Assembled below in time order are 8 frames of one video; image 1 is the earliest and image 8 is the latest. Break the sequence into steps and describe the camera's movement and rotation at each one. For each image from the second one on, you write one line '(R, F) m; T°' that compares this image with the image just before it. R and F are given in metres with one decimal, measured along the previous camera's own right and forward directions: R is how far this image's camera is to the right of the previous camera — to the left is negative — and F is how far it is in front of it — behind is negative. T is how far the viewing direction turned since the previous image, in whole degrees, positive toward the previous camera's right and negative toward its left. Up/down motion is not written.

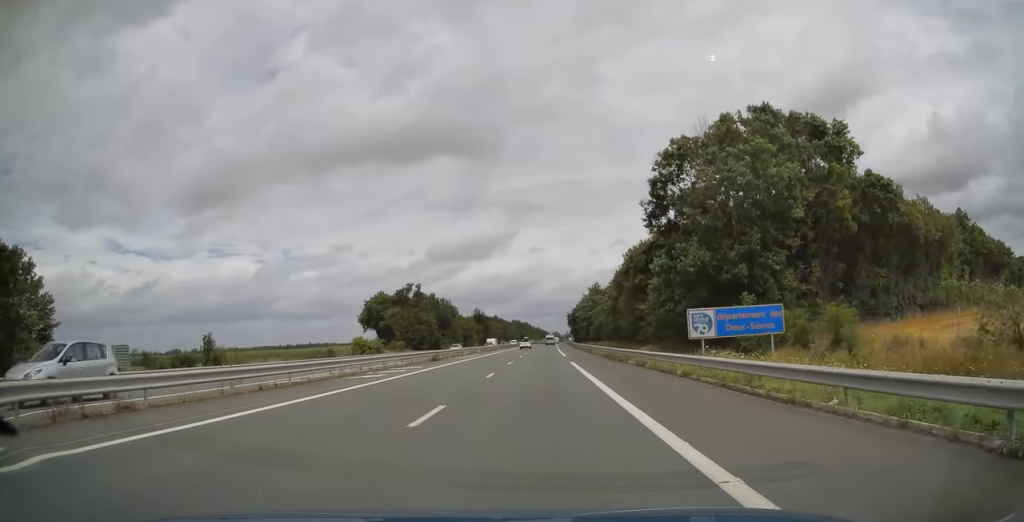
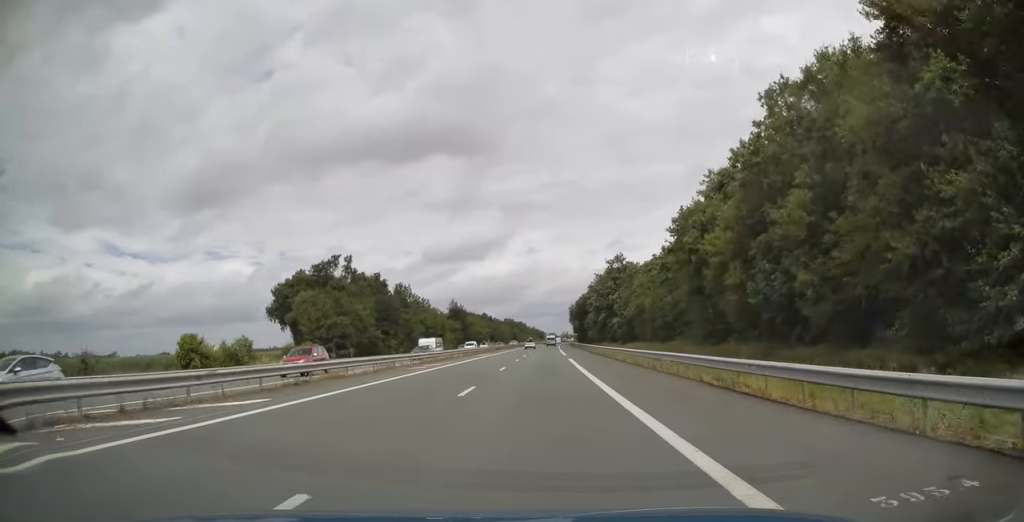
(0.0, +46.4) m; 0°
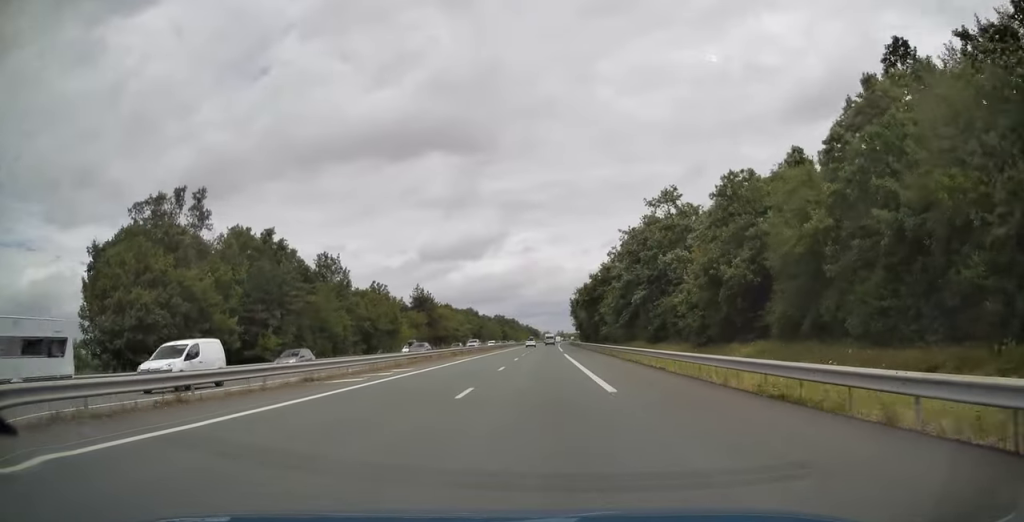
(+0.2, +39.9) m; +1°
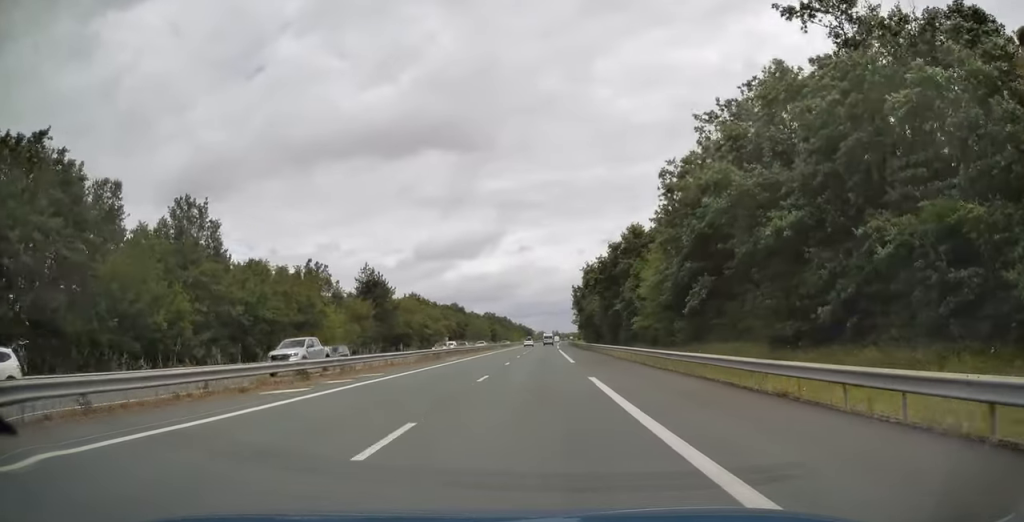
(+0.3, +33.3) m; 0°
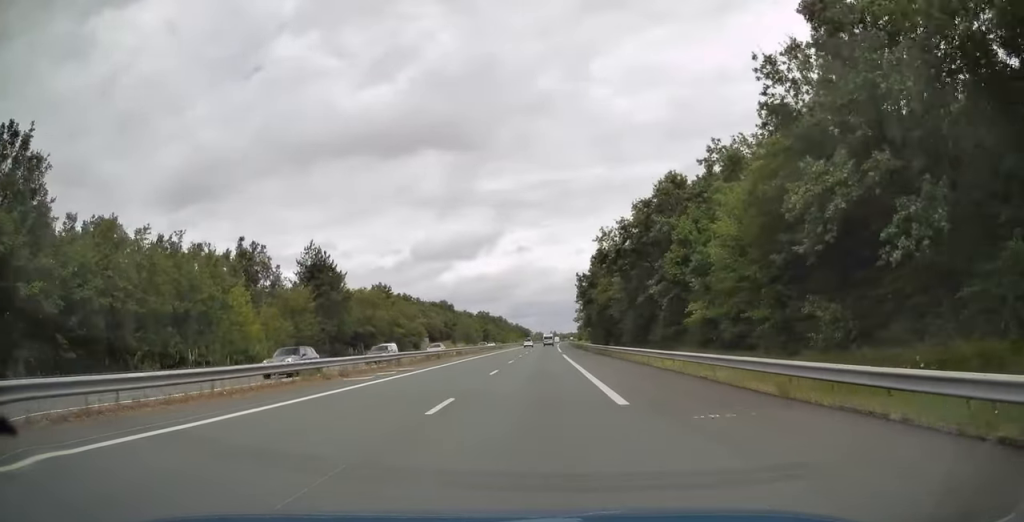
(+0.1, +21.5) m; 0°
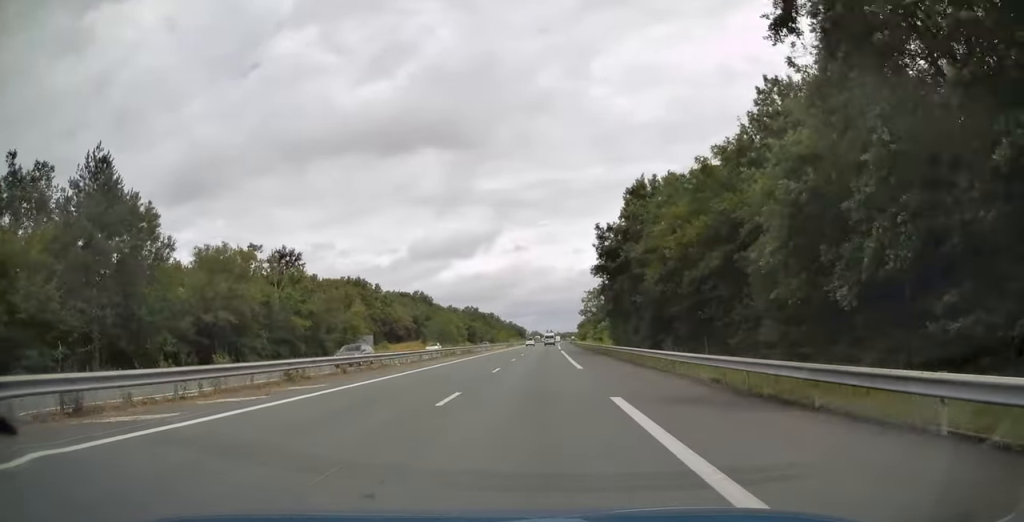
(+0.1, +37.8) m; 0°
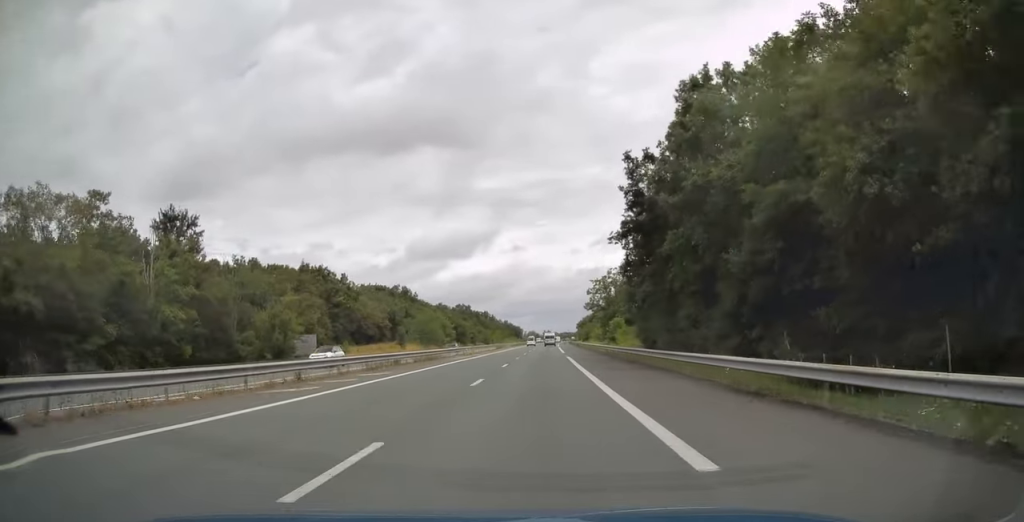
(+0.1, +20.4) m; 0°
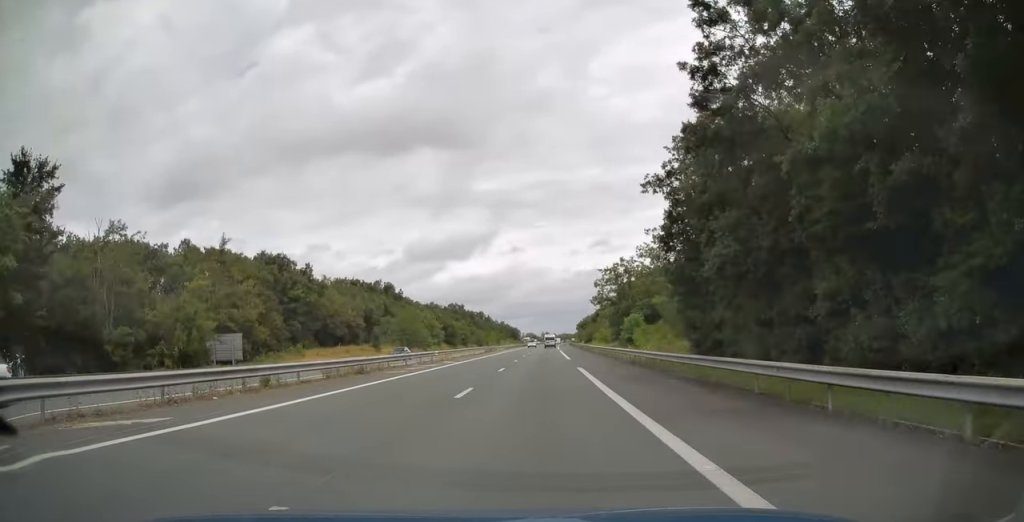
(+0.1, +16.1) m; 0°
